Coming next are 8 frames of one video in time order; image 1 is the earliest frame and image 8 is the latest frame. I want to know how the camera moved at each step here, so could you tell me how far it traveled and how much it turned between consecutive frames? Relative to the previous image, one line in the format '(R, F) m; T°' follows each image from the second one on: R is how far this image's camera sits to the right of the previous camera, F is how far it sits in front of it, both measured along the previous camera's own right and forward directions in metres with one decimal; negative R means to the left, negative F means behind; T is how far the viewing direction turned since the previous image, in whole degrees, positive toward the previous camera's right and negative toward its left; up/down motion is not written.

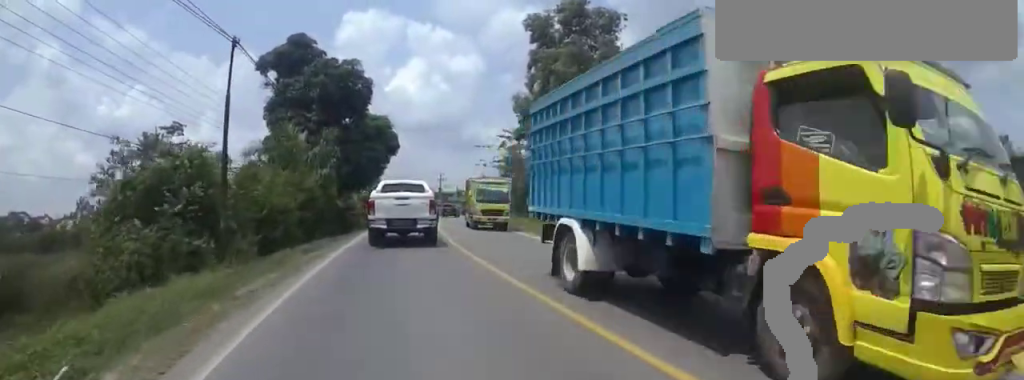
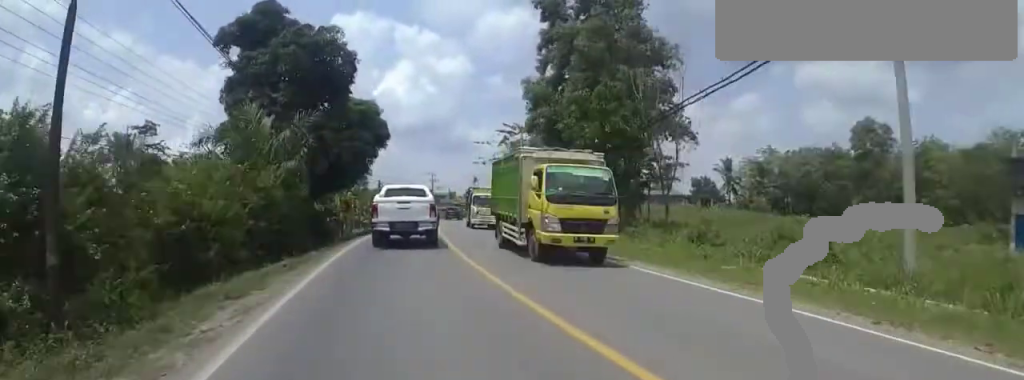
(0.0, +3.3) m; 0°
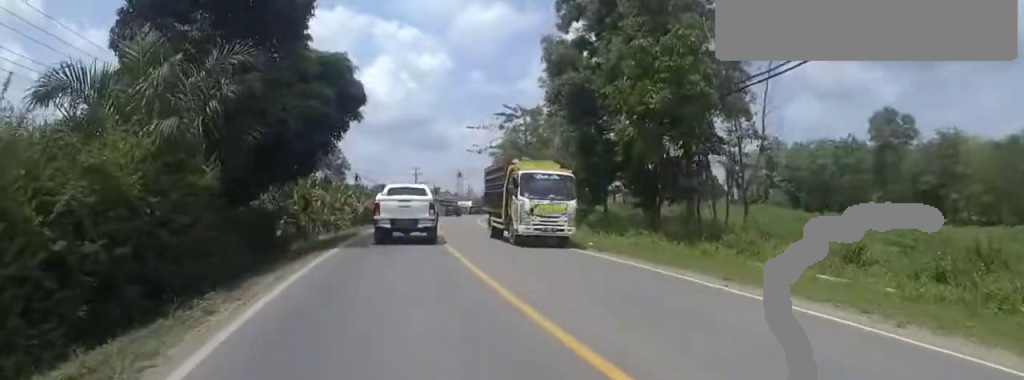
(0.0, +4.1) m; 0°
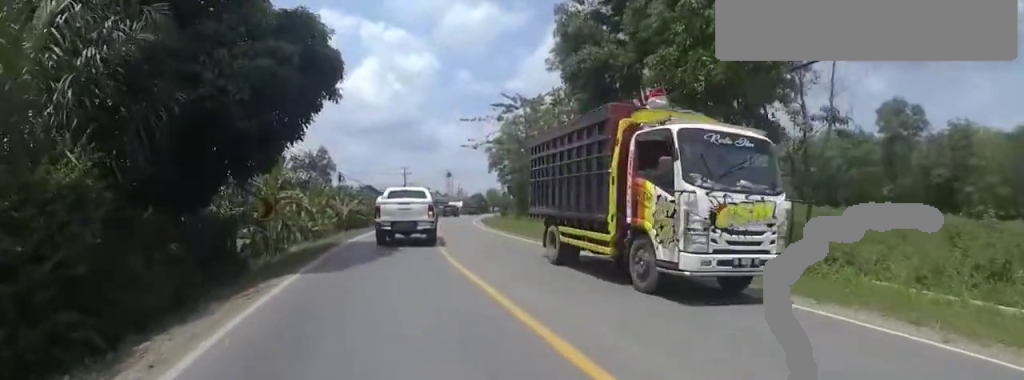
(0.0, +2.1) m; 0°
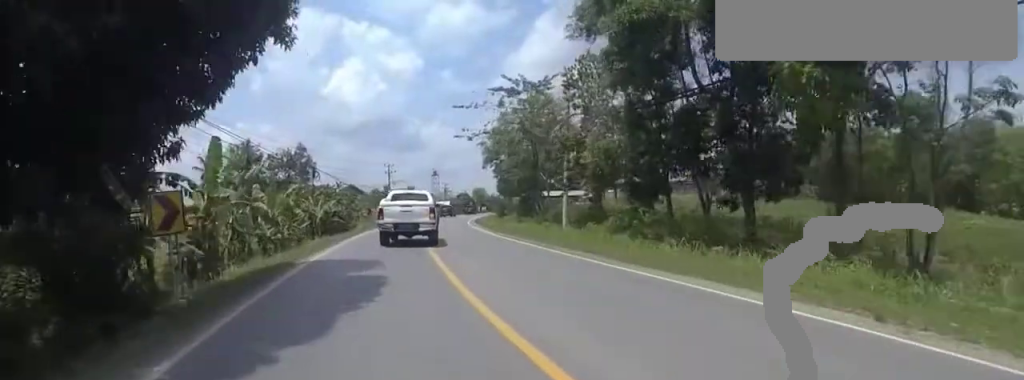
(0.0, +2.8) m; +2°
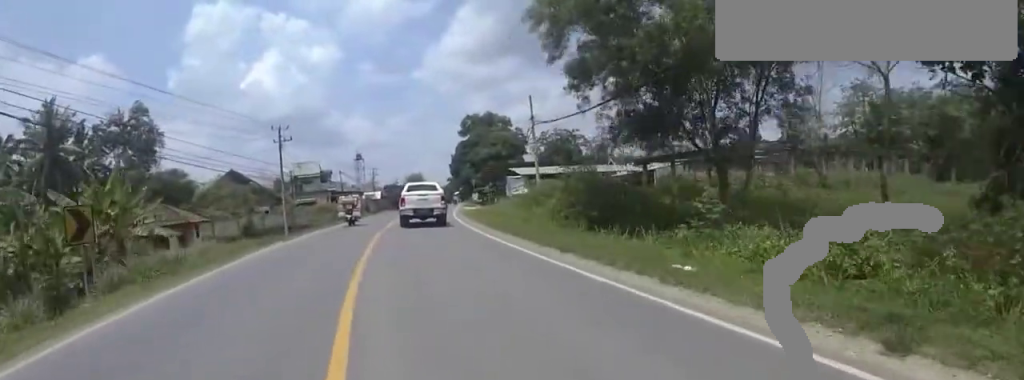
(+6.9, +16.6) m; +42°
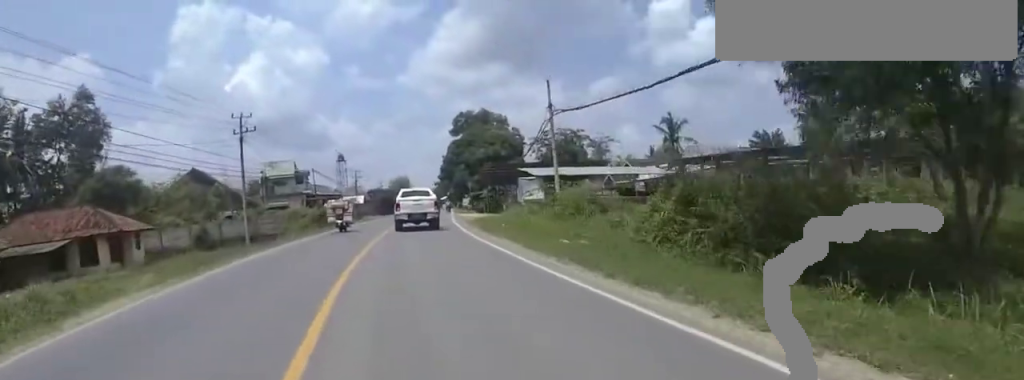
(+0.2, +6.1) m; +1°
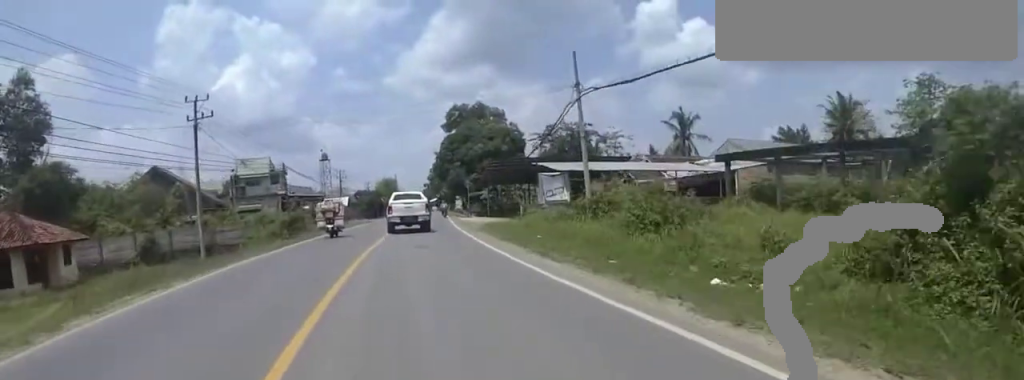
(+0.1, +6.2) m; -3°
